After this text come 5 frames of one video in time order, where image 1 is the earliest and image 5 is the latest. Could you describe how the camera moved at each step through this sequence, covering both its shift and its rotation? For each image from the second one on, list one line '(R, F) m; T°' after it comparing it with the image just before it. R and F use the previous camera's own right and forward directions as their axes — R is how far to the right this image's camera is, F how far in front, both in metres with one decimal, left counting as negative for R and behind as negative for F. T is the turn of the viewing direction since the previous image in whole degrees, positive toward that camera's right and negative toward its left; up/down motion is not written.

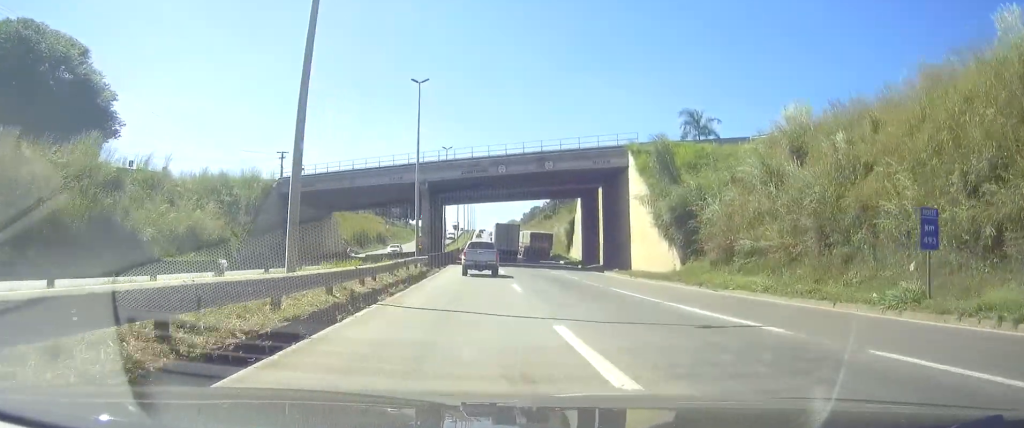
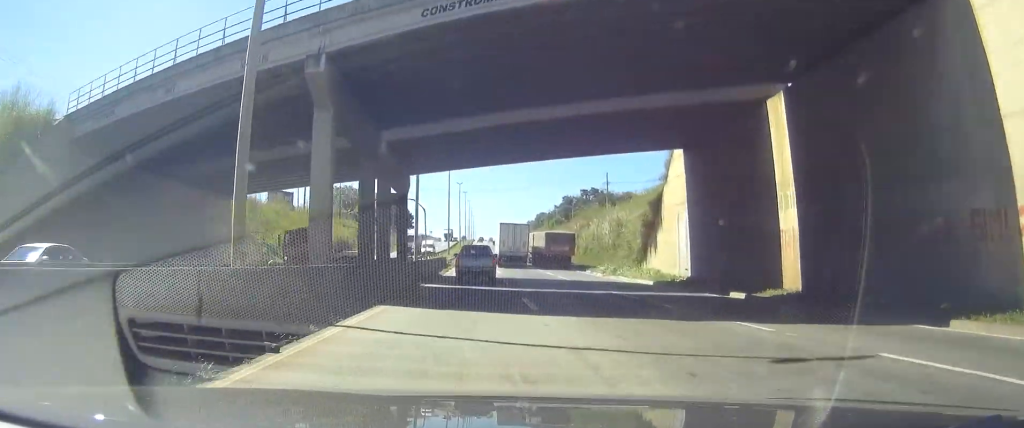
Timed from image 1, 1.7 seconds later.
(-0.2, +38.9) m; 0°
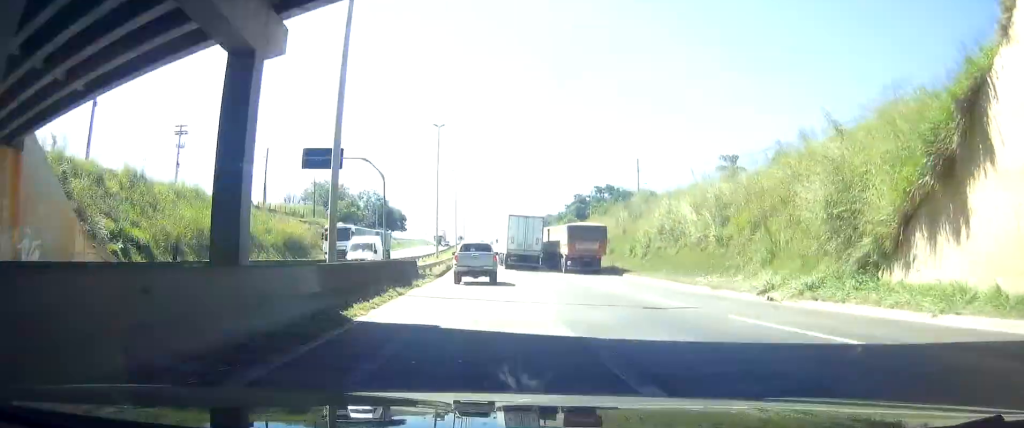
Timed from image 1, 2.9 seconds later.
(0.0, +29.6) m; 0°
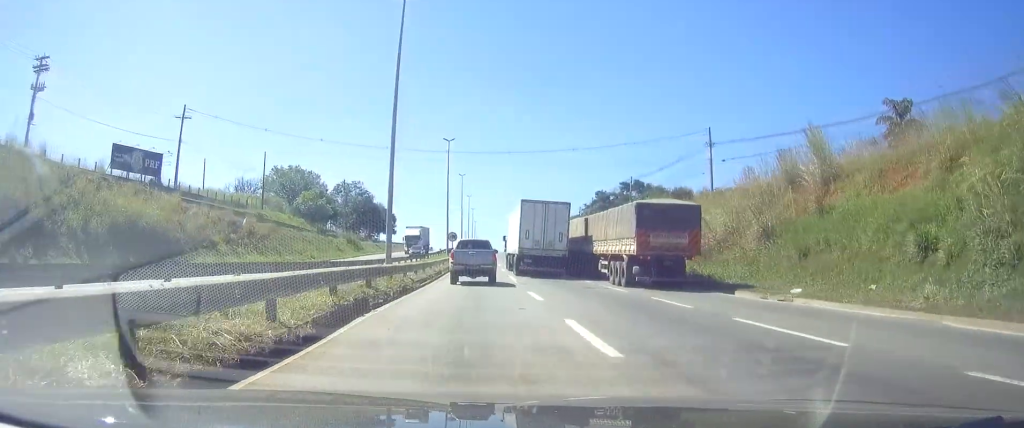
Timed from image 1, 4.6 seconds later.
(+0.1, +39.9) m; 0°
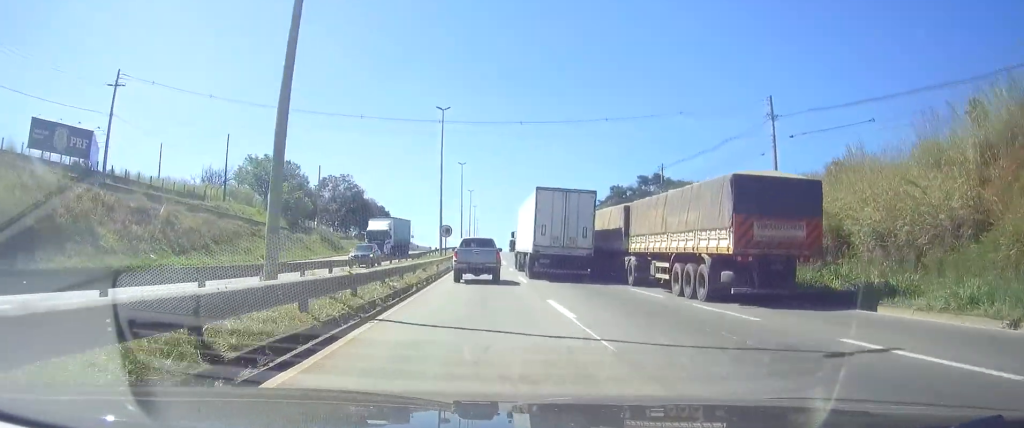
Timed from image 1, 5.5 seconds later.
(-0.2, +19.5) m; 0°
